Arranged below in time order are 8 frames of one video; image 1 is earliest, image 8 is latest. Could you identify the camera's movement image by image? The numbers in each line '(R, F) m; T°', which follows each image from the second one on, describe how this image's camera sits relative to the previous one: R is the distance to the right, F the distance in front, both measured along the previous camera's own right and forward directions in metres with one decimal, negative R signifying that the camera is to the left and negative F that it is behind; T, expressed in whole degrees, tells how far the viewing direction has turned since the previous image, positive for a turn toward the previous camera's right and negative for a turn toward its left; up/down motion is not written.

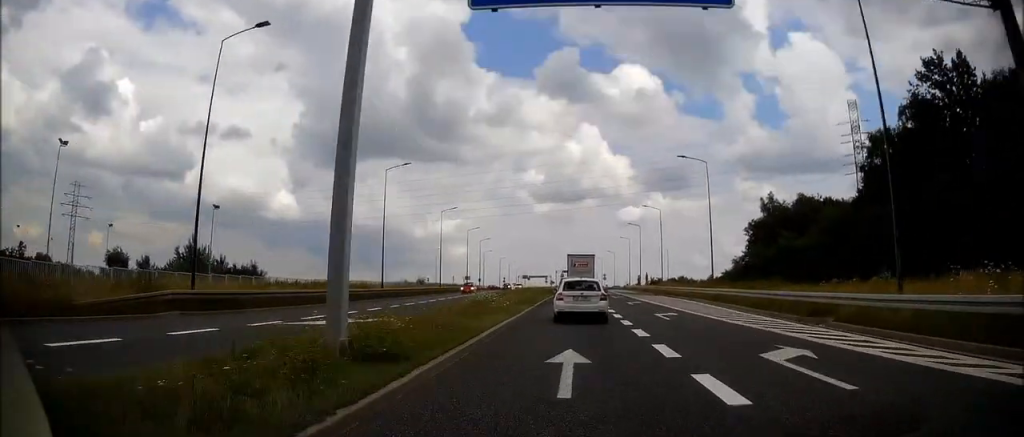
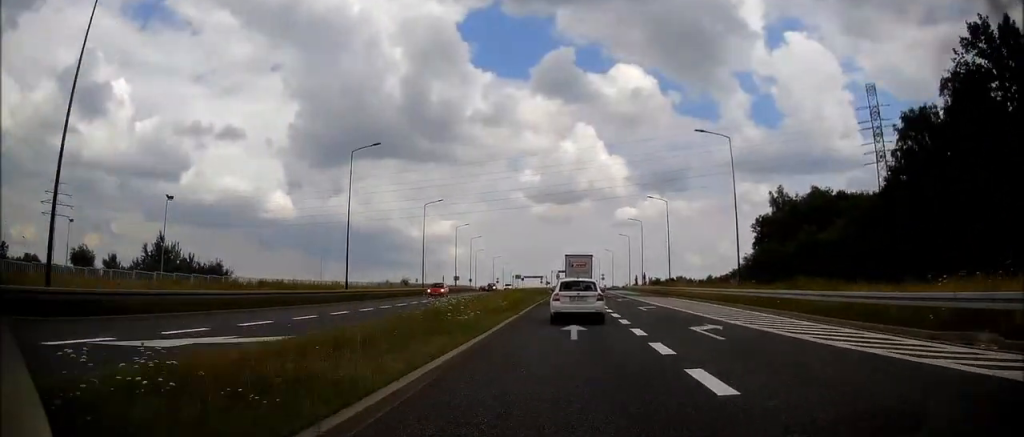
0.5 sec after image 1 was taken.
(+0.2, +7.5) m; +1°
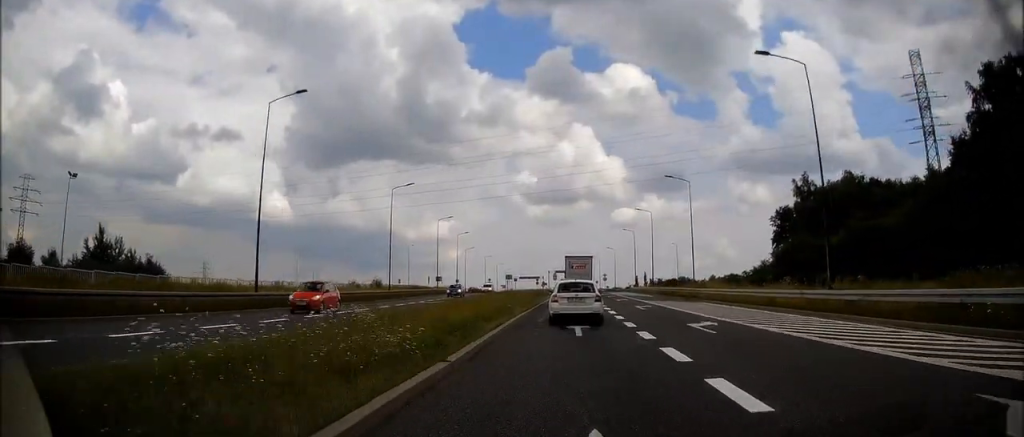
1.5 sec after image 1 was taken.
(+0.2, +12.3) m; +2°
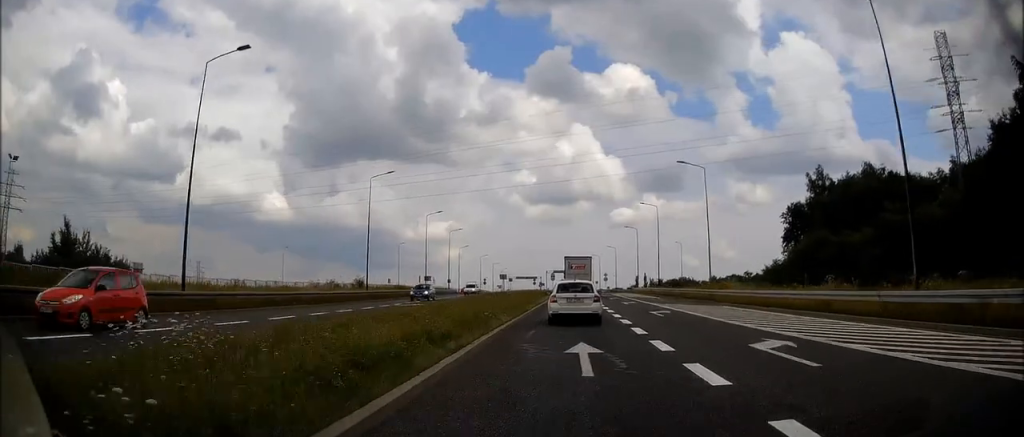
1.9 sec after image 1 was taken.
(0.0, +5.7) m; 0°
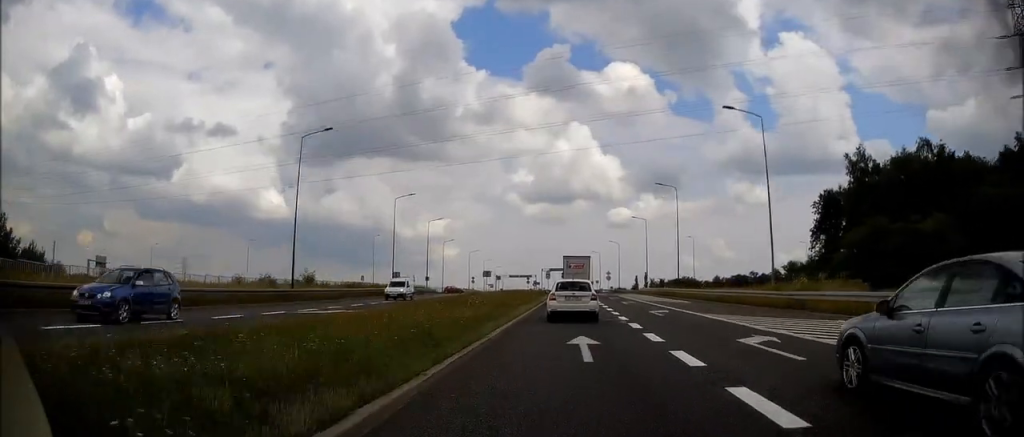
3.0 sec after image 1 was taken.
(0.0, +11.3) m; 0°
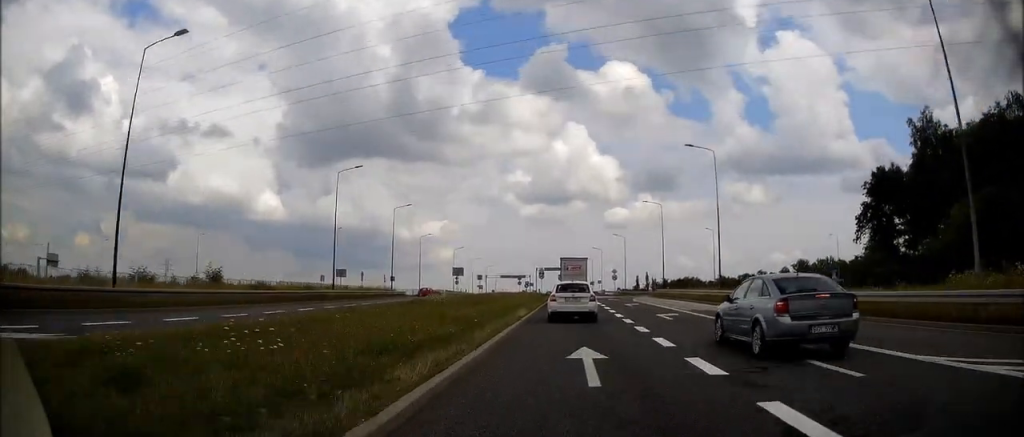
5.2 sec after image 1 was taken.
(-0.1, +24.7) m; 0°
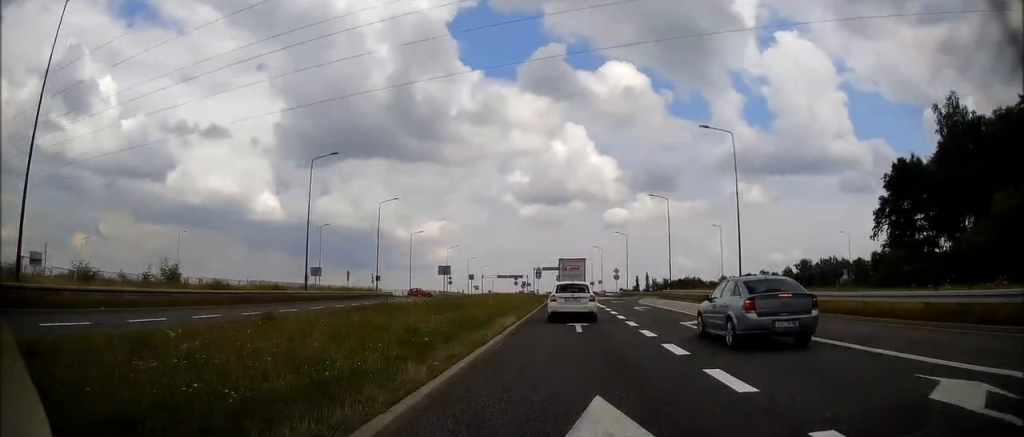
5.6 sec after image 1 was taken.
(0.0, +5.1) m; 0°
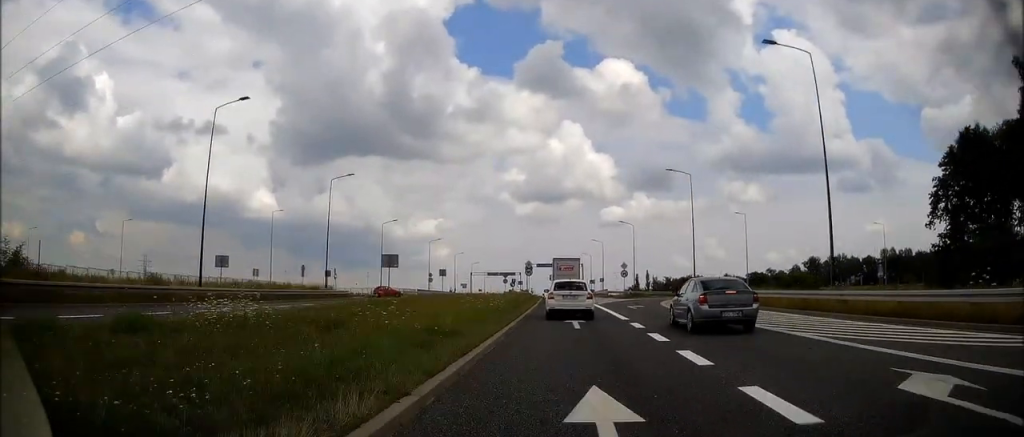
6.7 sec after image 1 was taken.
(+0.1, +13.7) m; 0°
